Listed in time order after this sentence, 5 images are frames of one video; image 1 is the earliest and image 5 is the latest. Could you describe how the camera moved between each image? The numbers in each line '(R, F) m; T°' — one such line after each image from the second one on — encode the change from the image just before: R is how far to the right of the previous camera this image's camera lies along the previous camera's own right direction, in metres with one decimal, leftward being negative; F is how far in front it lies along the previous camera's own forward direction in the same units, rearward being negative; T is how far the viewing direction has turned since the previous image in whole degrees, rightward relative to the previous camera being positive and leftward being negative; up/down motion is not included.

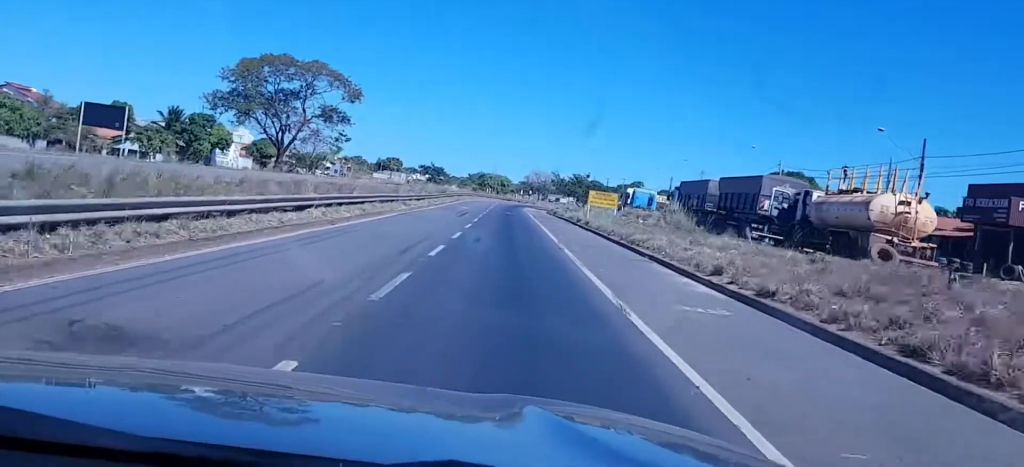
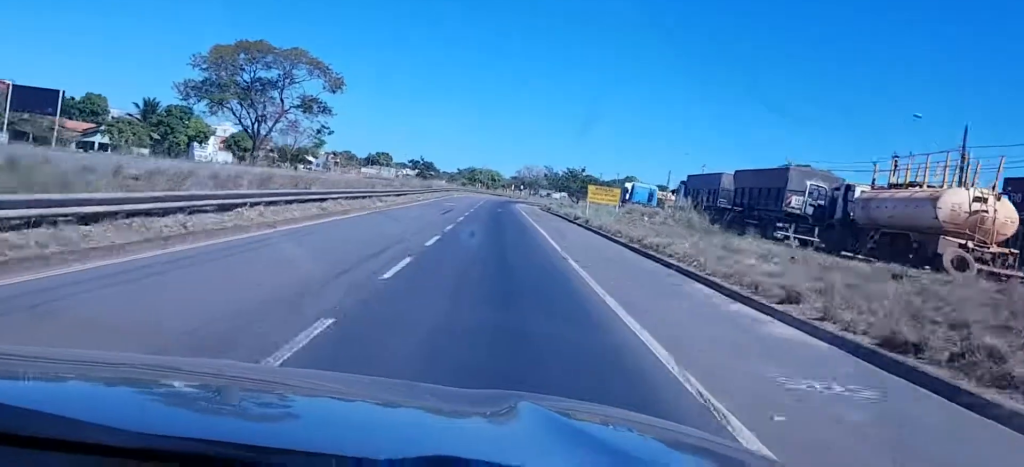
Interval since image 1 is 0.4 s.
(+0.2, +6.5) m; +1°
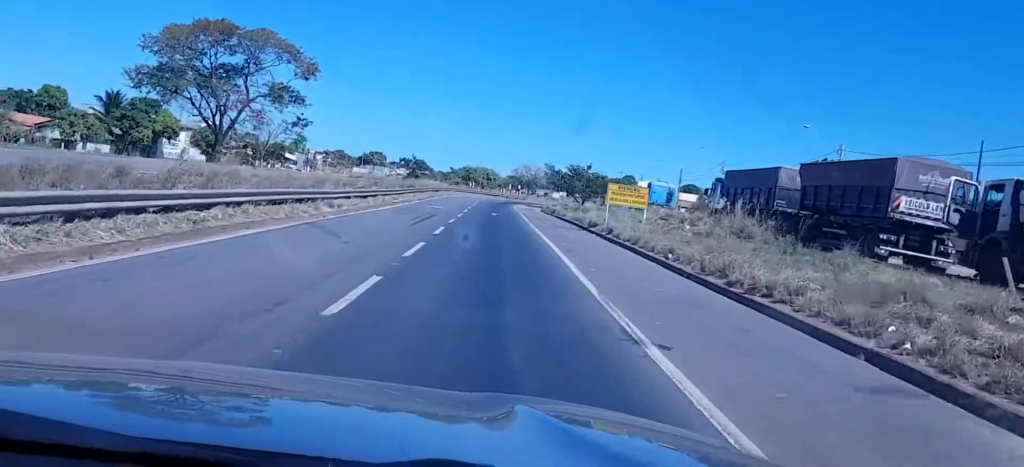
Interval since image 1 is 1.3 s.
(+0.3, +12.6) m; +1°
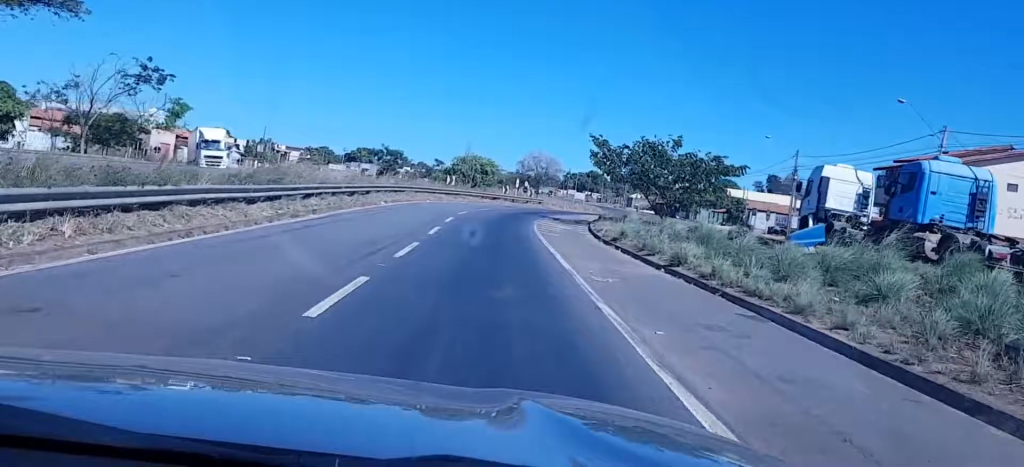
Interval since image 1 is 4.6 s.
(-1.9, +51.5) m; 0°
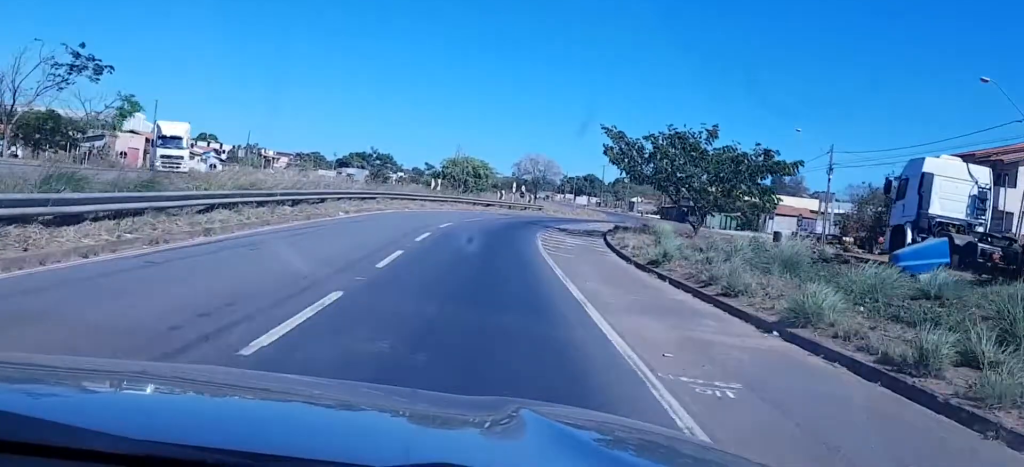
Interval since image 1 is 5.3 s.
(+0.2, +10.0) m; +2°
